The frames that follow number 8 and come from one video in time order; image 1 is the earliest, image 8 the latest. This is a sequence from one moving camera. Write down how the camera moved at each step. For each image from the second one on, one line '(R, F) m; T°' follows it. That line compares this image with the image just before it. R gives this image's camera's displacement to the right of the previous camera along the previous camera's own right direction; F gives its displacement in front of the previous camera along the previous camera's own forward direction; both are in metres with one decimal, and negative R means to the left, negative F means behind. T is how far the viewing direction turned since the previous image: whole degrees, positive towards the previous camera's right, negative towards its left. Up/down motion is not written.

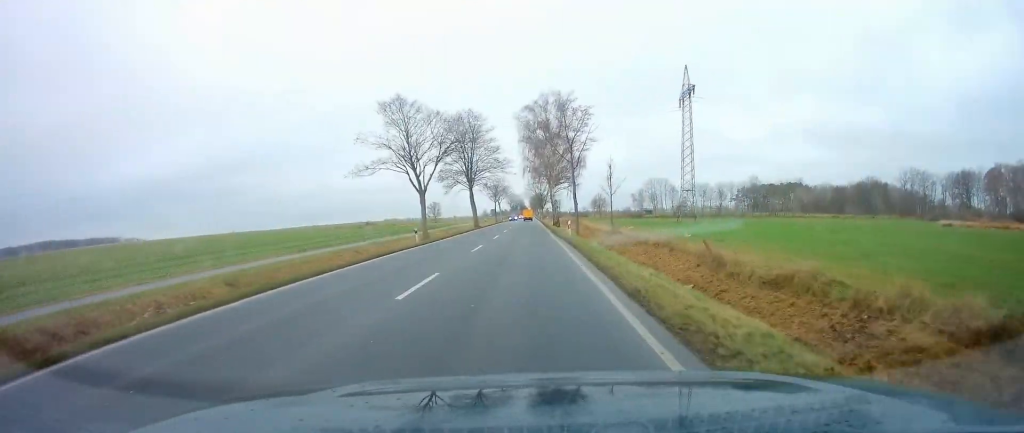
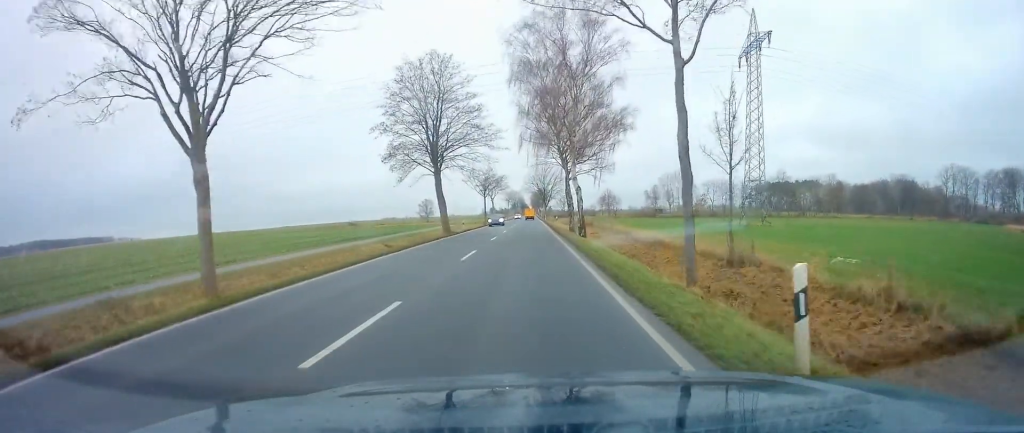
(+0.1, +28.0) m; 0°
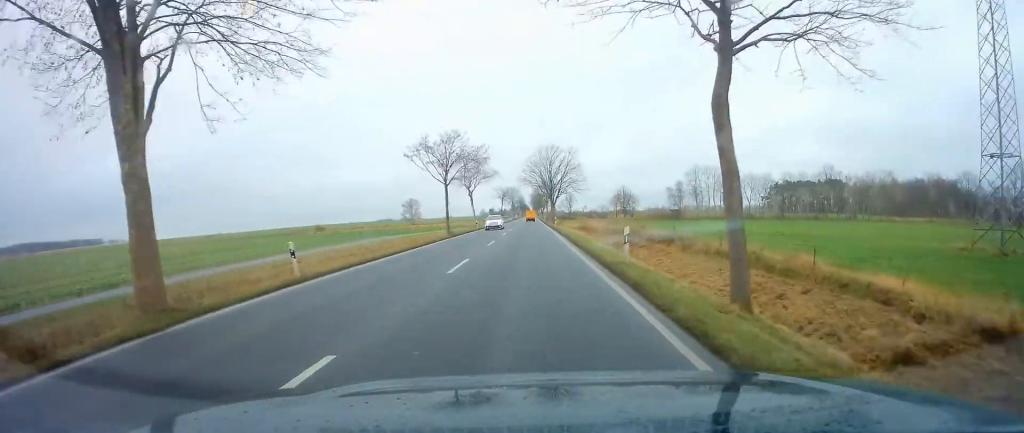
(0.0, +39.6) m; 0°
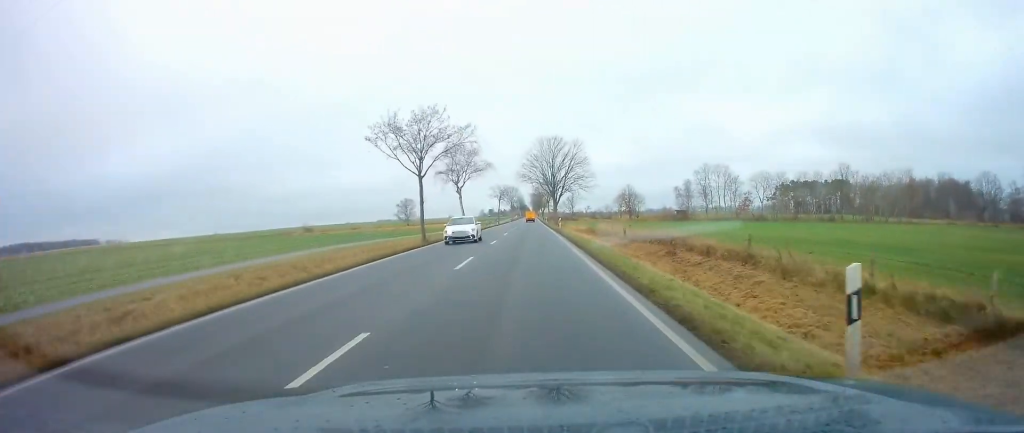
(0.0, +10.8) m; 0°
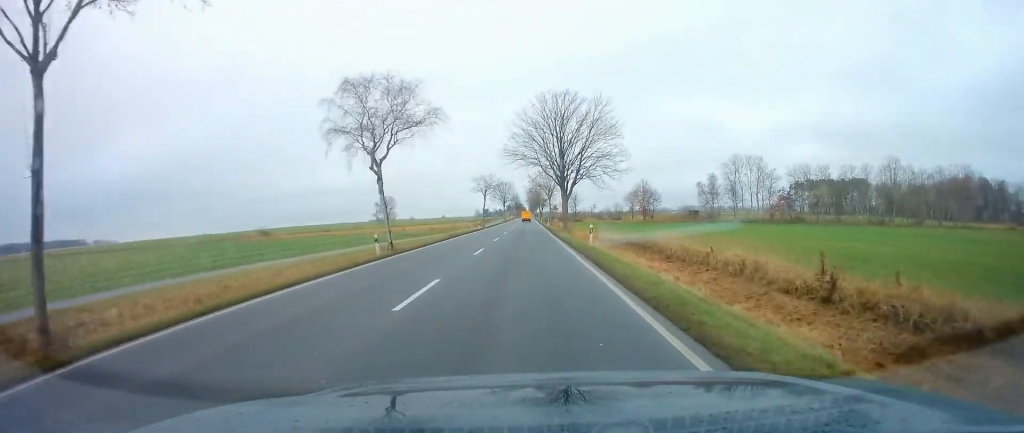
(0.0, +30.0) m; 0°
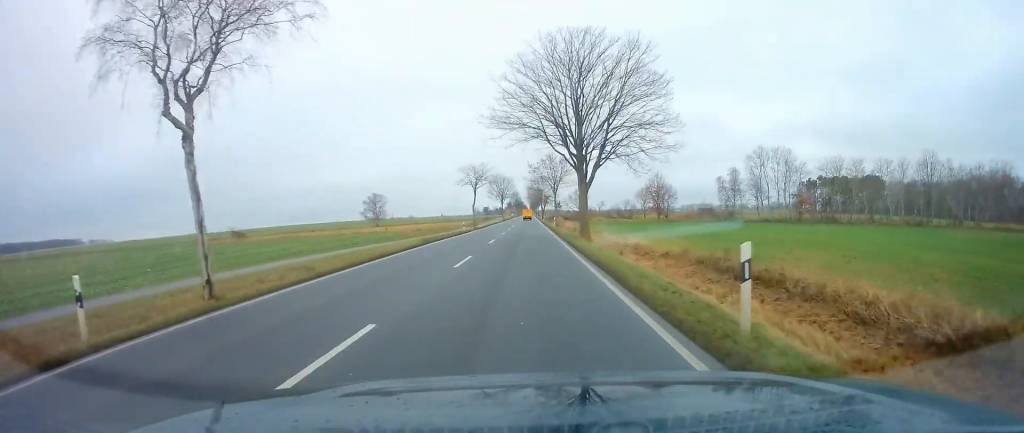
(0.0, +17.2) m; 0°
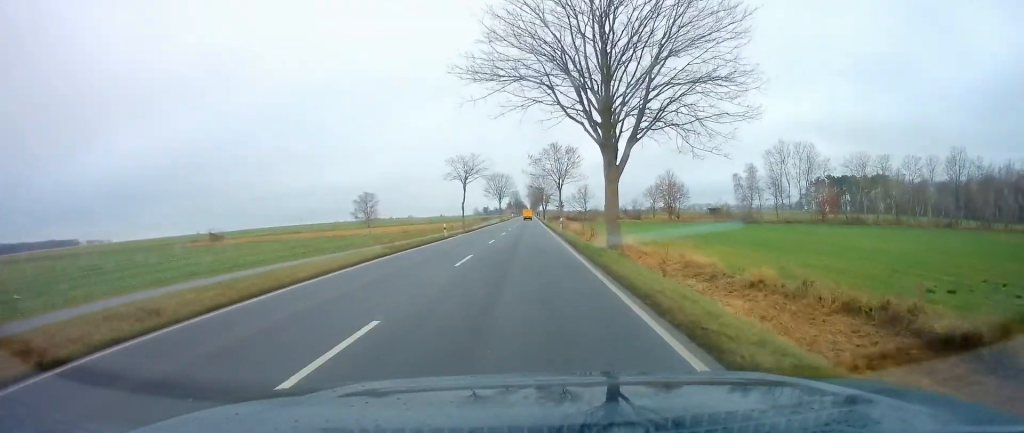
(0.0, +11.9) m; 0°
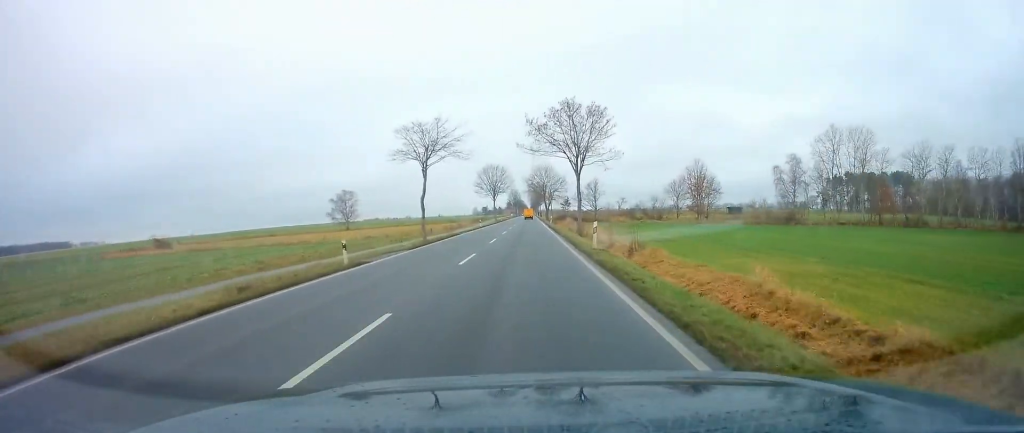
(0.0, +23.6) m; 0°
